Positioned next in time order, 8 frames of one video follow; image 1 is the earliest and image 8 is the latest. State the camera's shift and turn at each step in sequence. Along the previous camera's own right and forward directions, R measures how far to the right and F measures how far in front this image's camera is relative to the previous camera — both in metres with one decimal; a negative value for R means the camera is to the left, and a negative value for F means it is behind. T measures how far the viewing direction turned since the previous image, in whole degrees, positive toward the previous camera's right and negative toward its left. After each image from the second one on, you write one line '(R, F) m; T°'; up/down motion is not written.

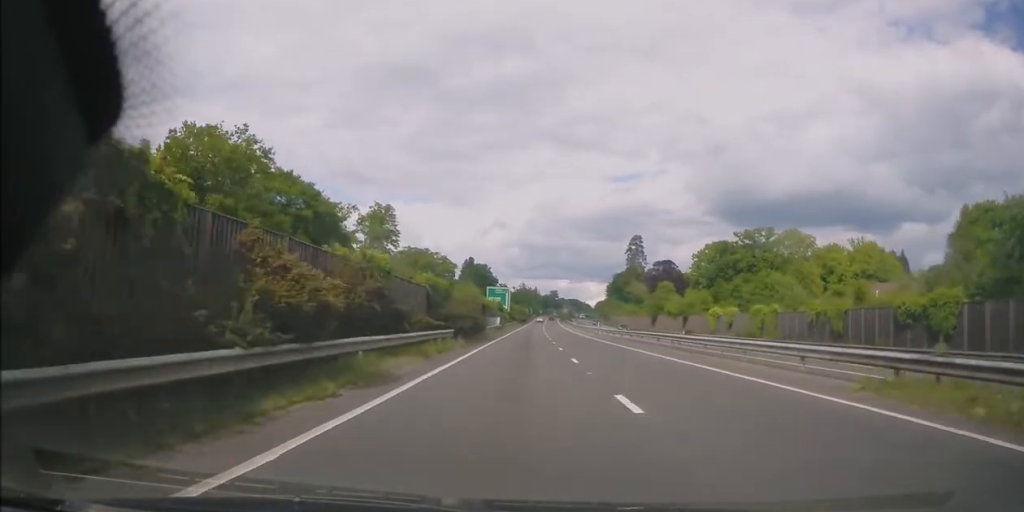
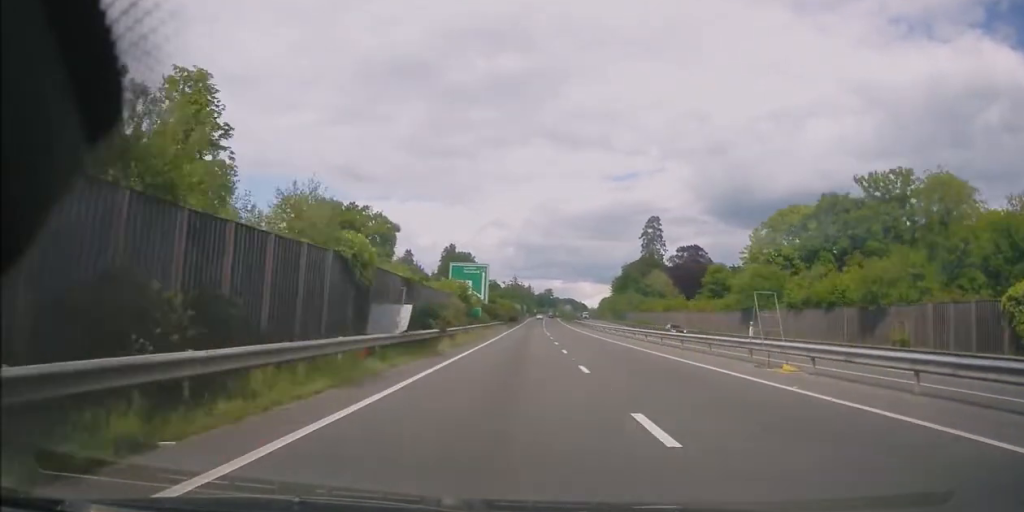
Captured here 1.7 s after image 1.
(-0.1, +49.4) m; 0°
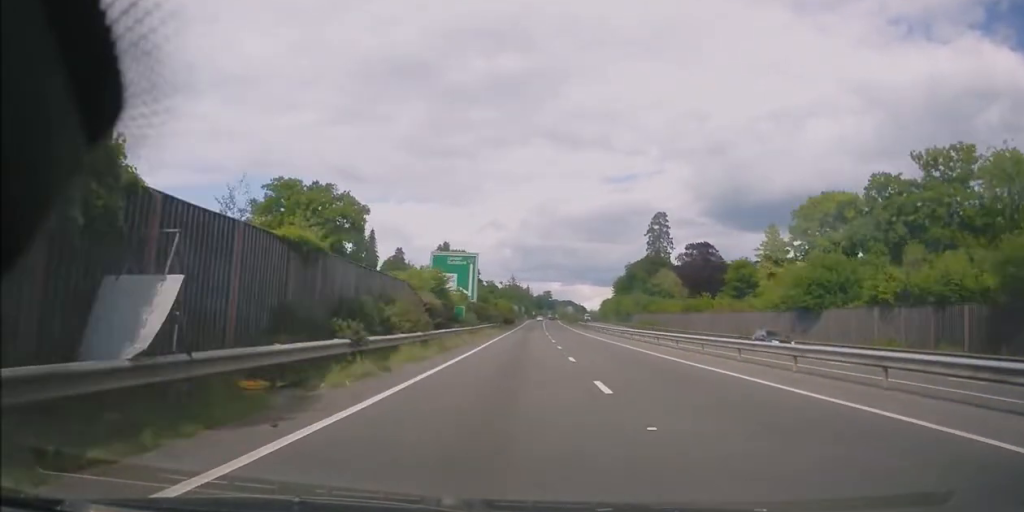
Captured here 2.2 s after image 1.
(-0.1, +13.2) m; 0°
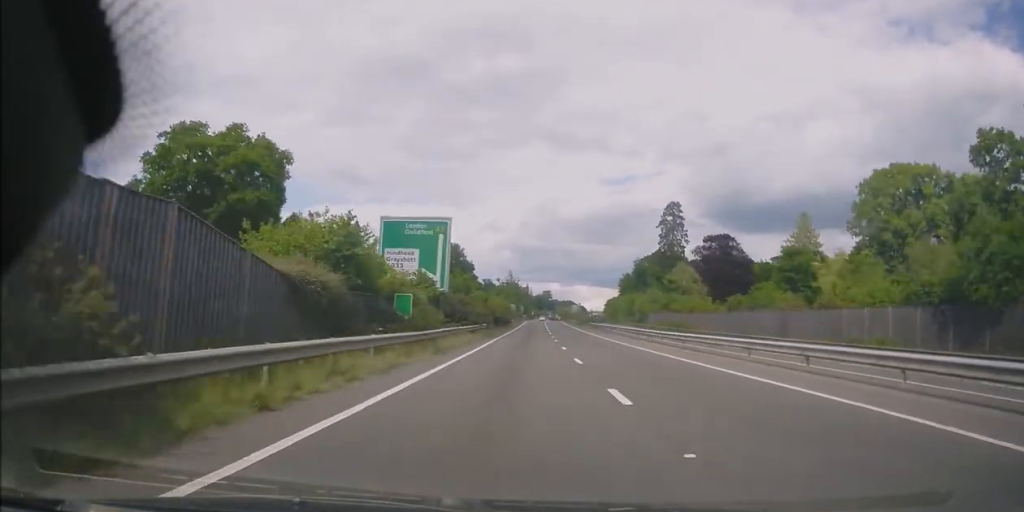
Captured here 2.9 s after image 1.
(0.0, +19.8) m; 0°
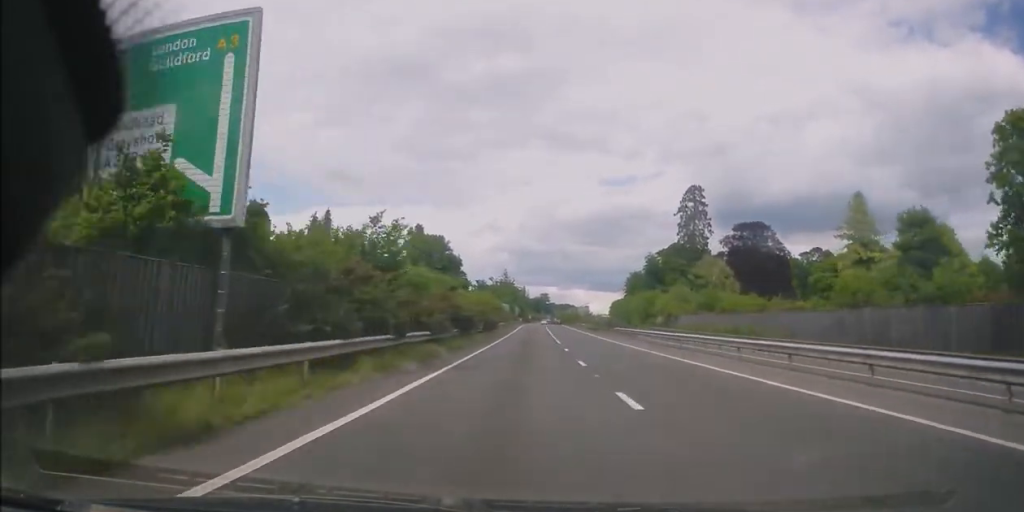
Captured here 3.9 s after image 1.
(+0.2, +27.6) m; +1°
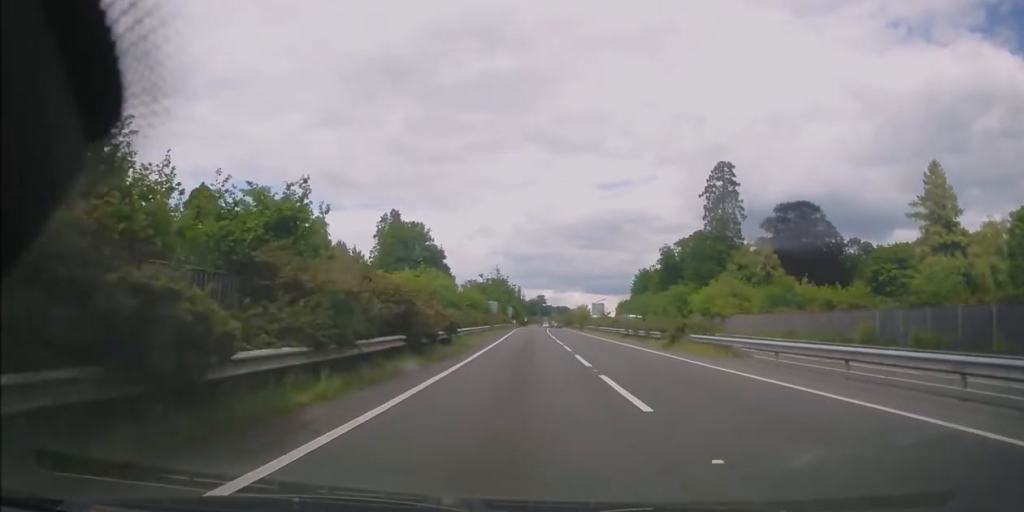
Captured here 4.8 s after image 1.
(+0.1, +27.6) m; +1°
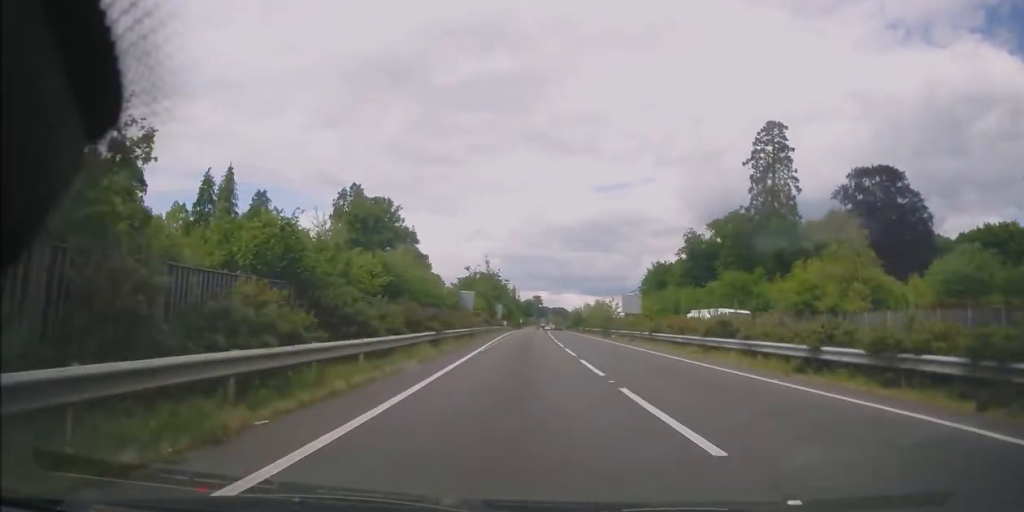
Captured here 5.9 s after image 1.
(+0.3, +30.3) m; 0°
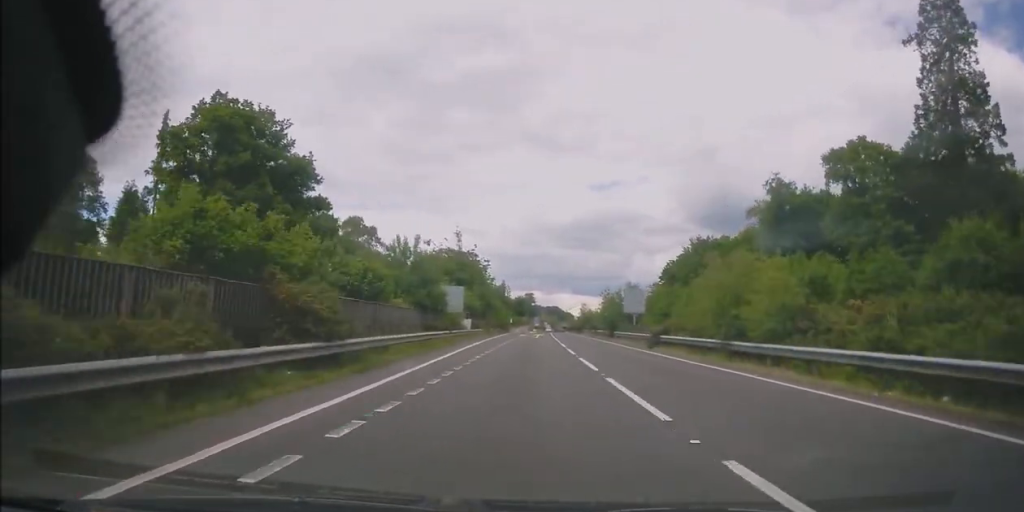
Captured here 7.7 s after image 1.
(-0.3, +51.7) m; 0°
